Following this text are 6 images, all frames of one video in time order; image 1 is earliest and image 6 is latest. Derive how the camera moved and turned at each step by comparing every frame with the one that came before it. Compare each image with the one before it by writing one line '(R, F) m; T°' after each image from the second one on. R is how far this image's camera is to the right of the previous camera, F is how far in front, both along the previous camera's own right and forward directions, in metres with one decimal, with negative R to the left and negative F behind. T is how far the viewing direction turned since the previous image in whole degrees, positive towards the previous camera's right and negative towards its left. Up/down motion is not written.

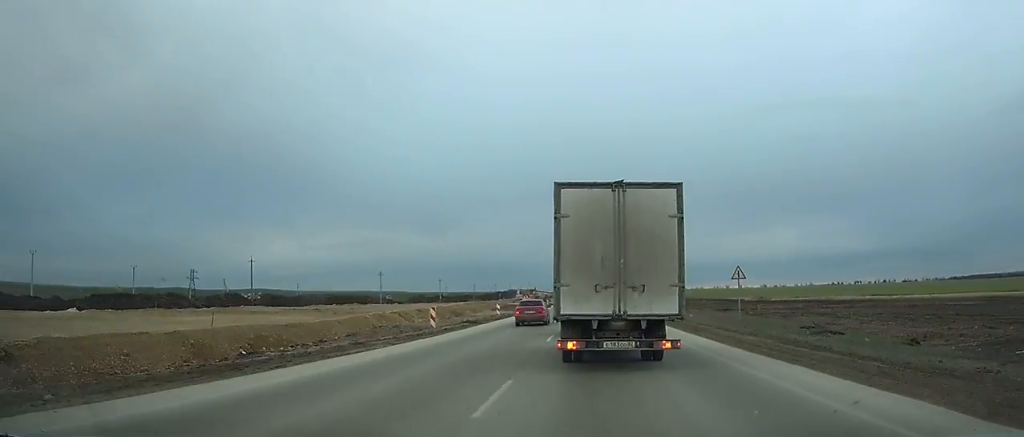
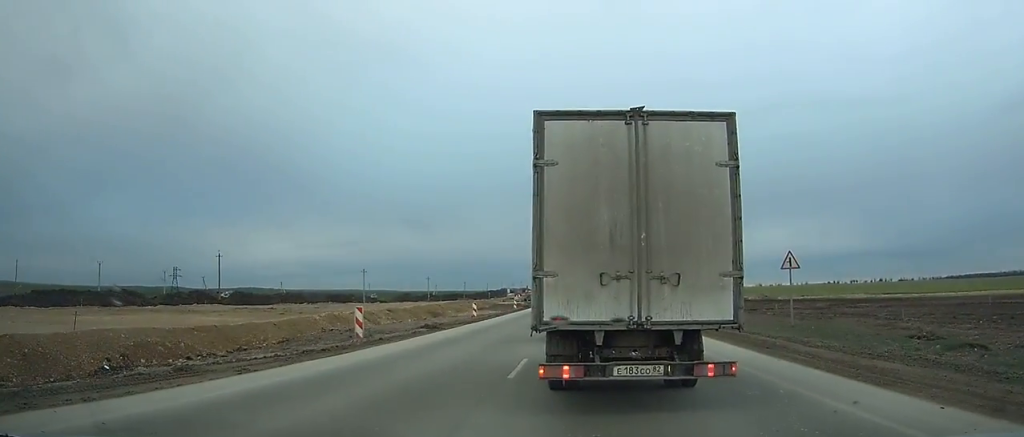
(+0.6, +8.6) m; +1°
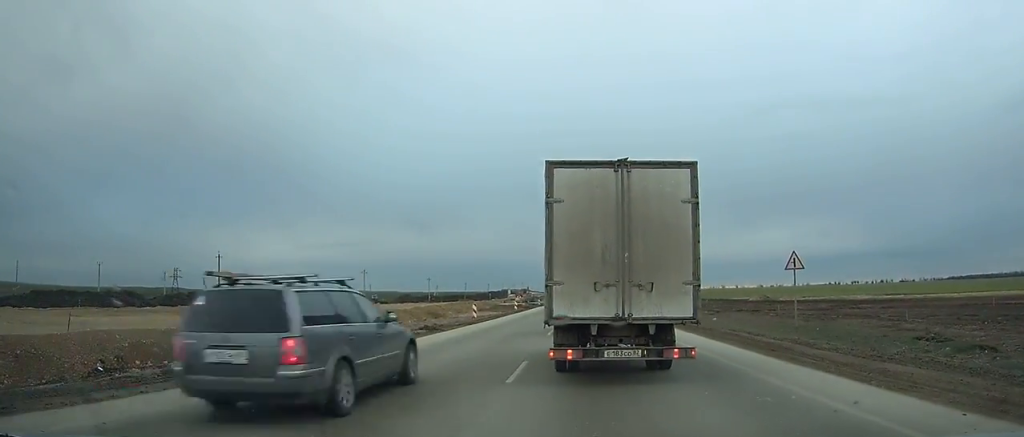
(-0.2, +3.6) m; -2°
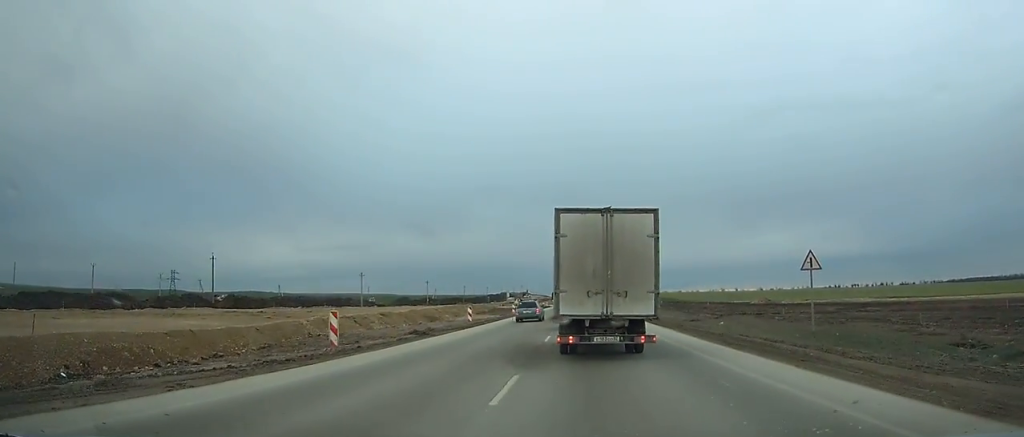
(-0.1, +4.7) m; -1°
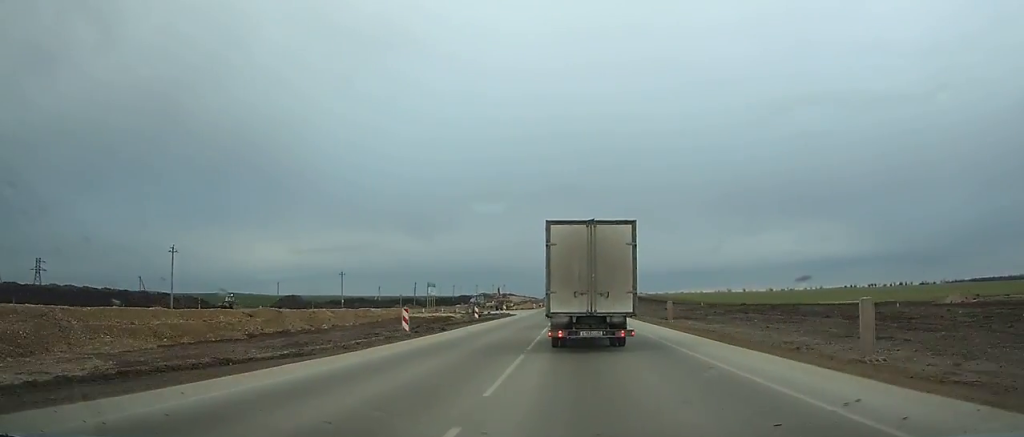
(+1.4, +77.4) m; +1°
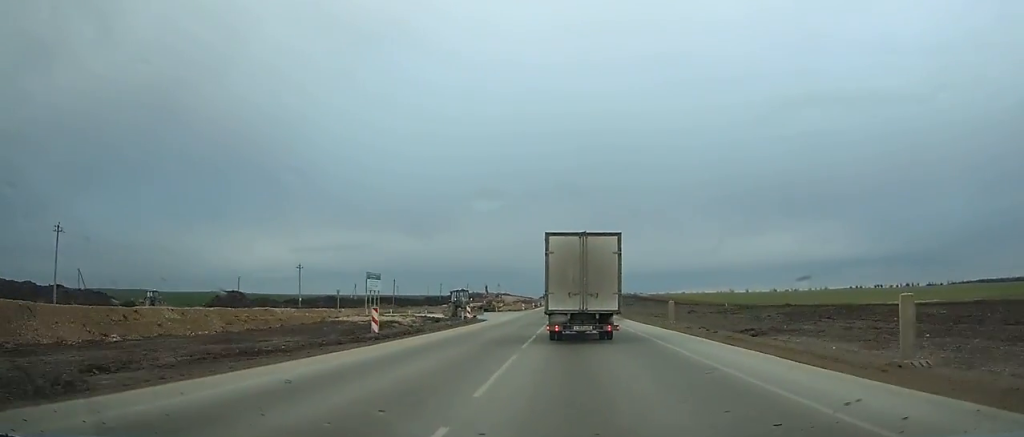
(-0.1, +26.0) m; +1°
